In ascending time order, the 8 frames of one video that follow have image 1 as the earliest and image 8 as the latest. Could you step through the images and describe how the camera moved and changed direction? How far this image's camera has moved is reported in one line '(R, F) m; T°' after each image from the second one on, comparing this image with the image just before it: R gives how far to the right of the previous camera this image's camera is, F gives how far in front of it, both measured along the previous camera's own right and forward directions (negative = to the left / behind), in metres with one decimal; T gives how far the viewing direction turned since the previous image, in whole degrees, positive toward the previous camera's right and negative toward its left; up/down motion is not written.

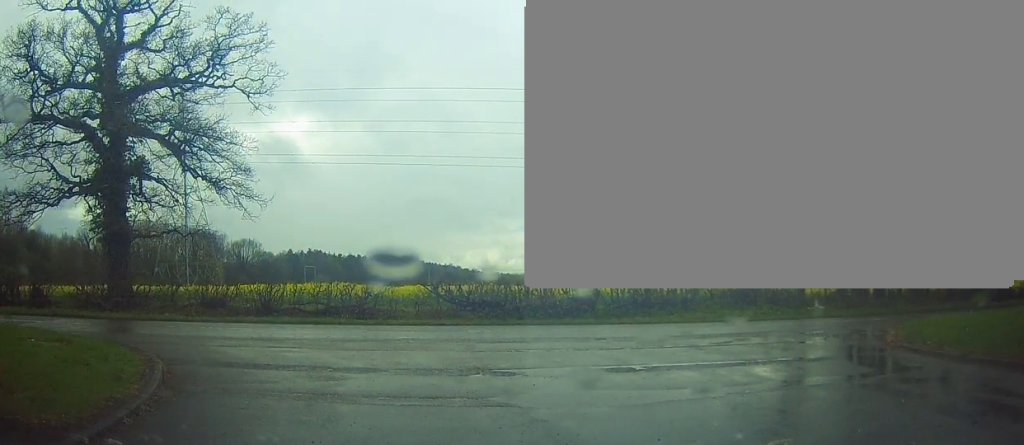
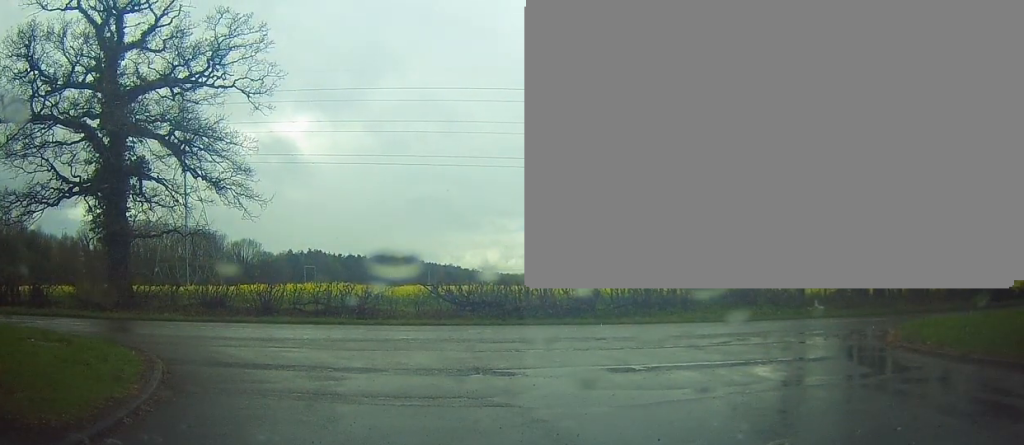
(0.0, 0.0) m; 0°
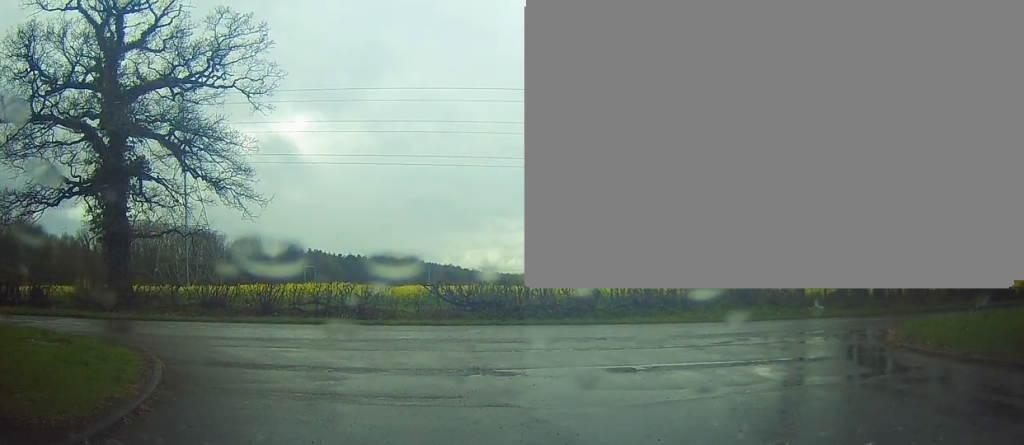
(0.0, 0.0) m; 0°
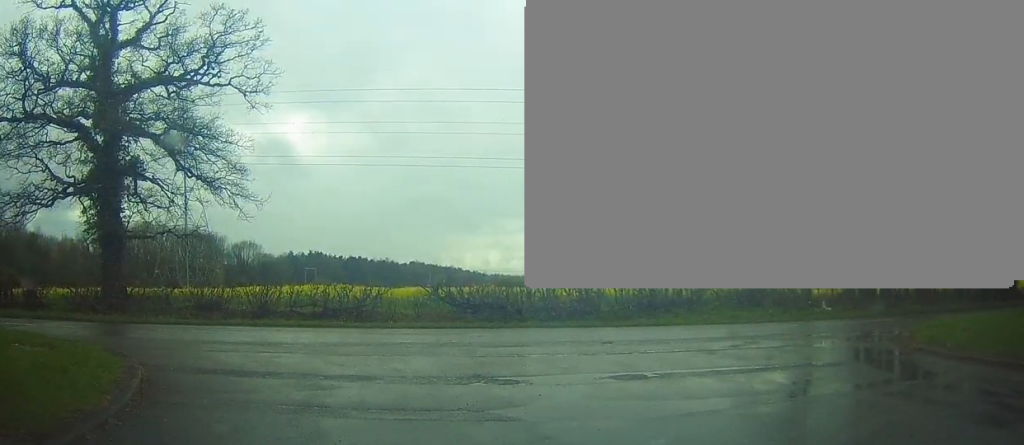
(+0.1, +0.4) m; 0°
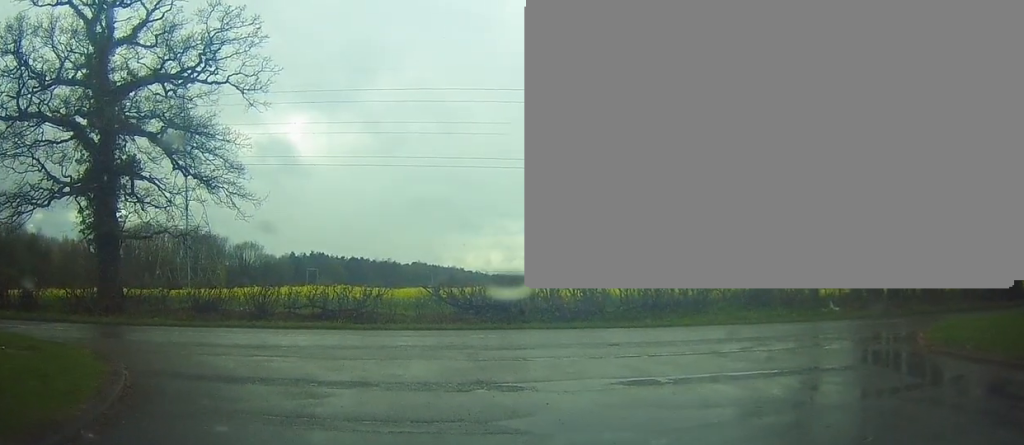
(+0.1, +0.4) m; 0°
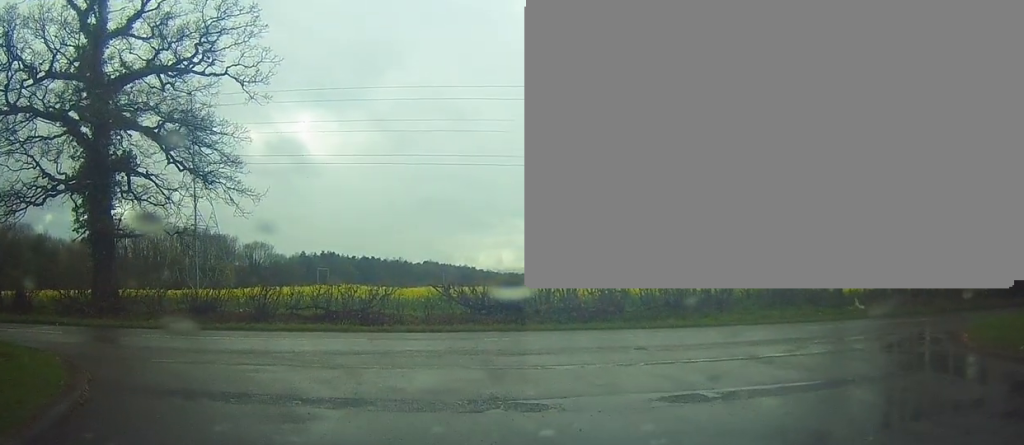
(+0.2, +1.0) m; -1°
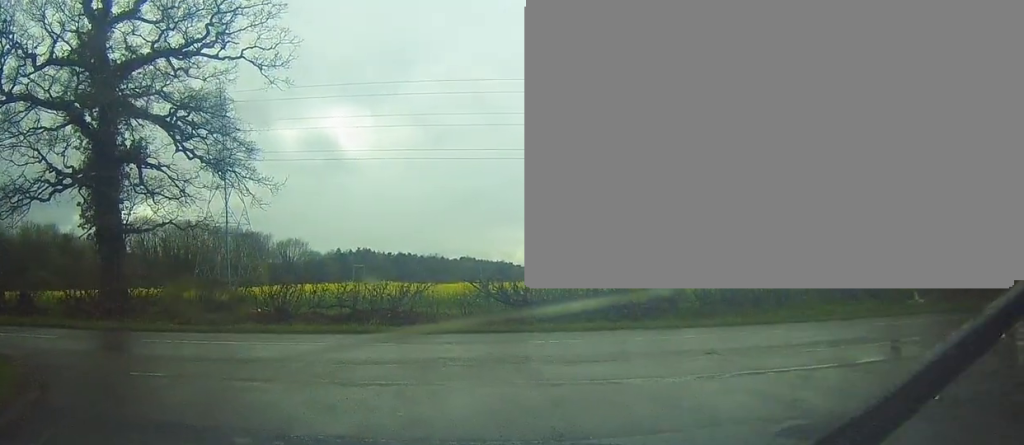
(+0.1, +1.8) m; -2°
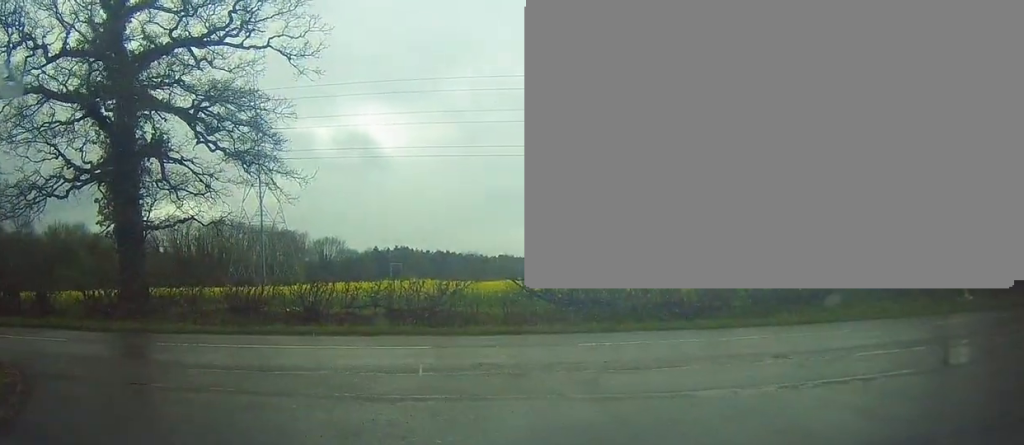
(-0.1, +1.2) m; 0°
